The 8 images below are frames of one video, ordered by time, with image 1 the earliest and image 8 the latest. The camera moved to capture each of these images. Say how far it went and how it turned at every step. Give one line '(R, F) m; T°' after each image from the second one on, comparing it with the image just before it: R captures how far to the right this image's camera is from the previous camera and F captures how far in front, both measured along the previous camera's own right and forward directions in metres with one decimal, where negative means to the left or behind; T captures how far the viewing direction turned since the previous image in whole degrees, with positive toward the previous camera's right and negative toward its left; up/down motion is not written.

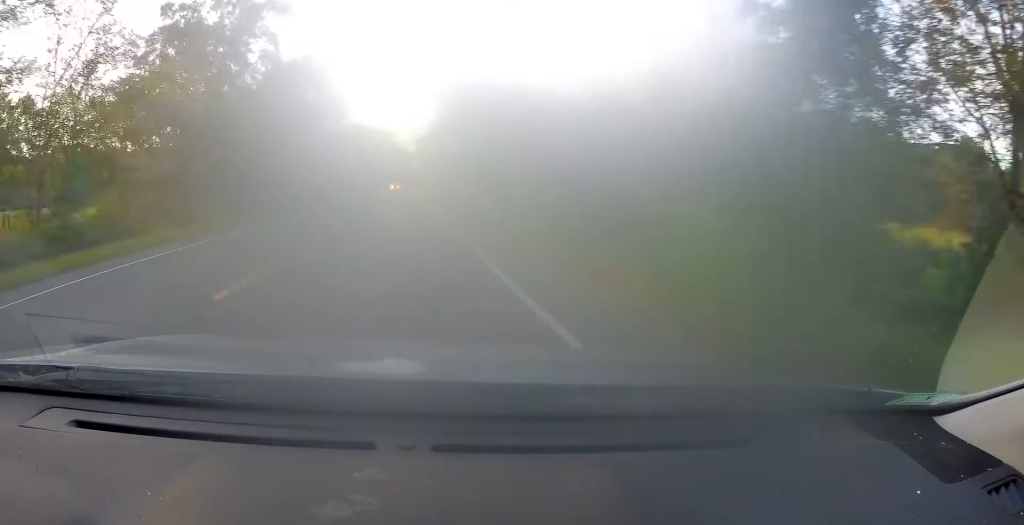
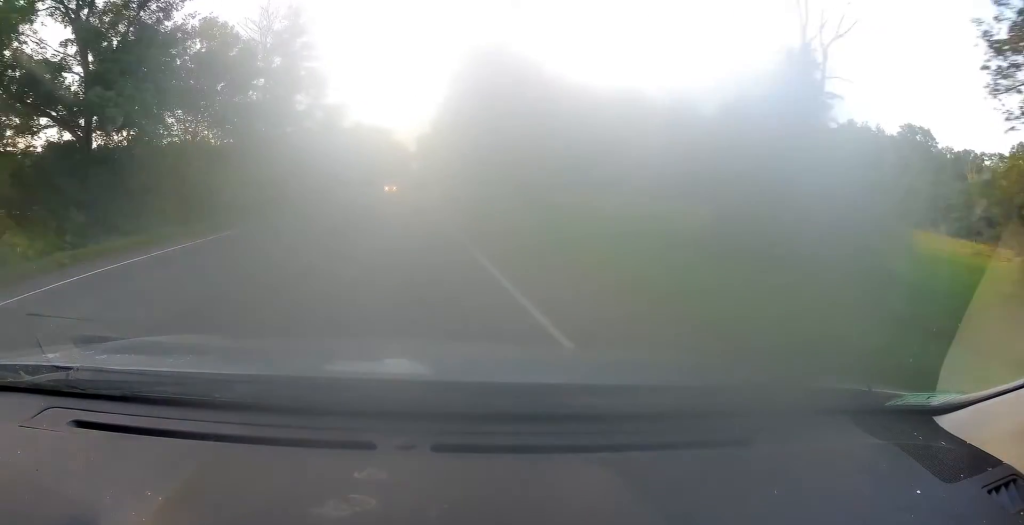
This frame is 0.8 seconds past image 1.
(-0.1, +19.9) m; -1°
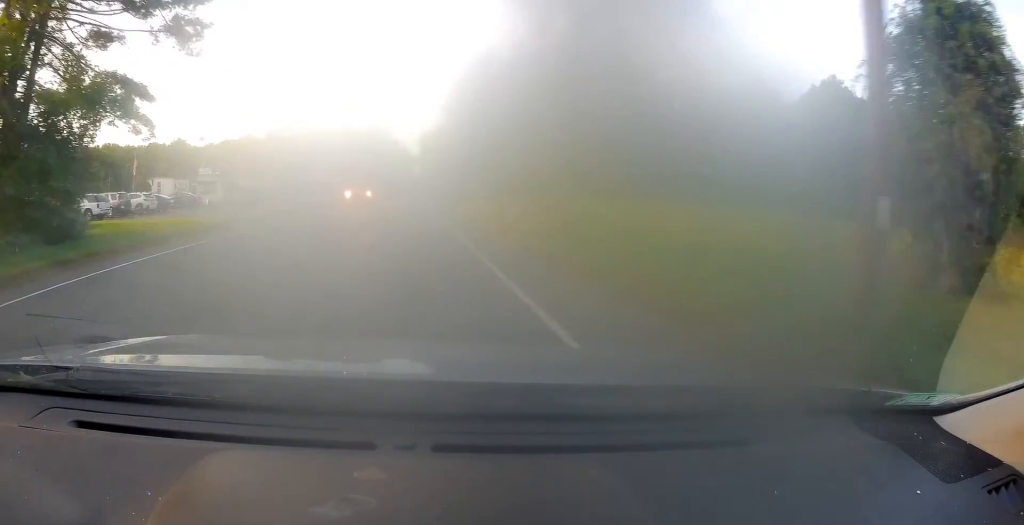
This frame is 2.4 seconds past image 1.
(-0.2, +36.9) m; 0°
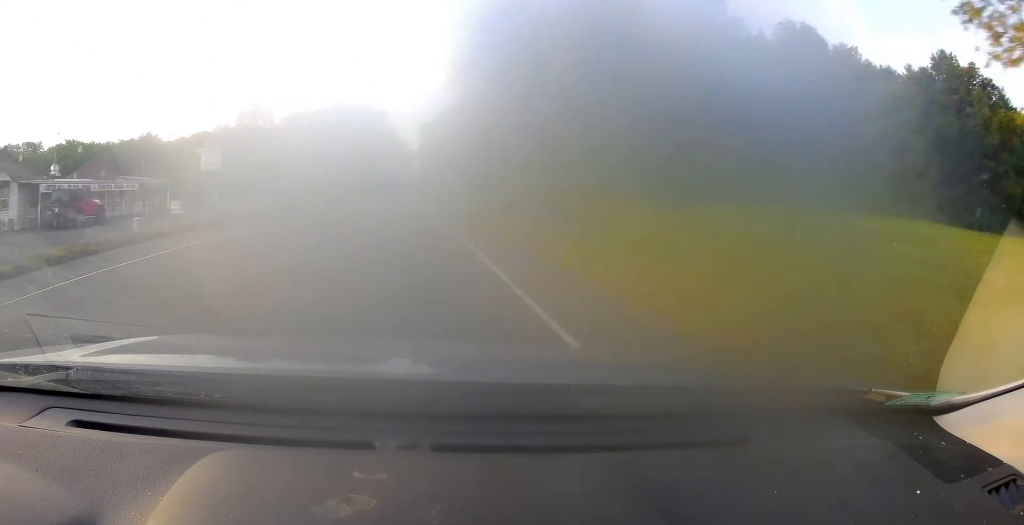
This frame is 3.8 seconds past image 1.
(0.0, +34.4) m; 0°
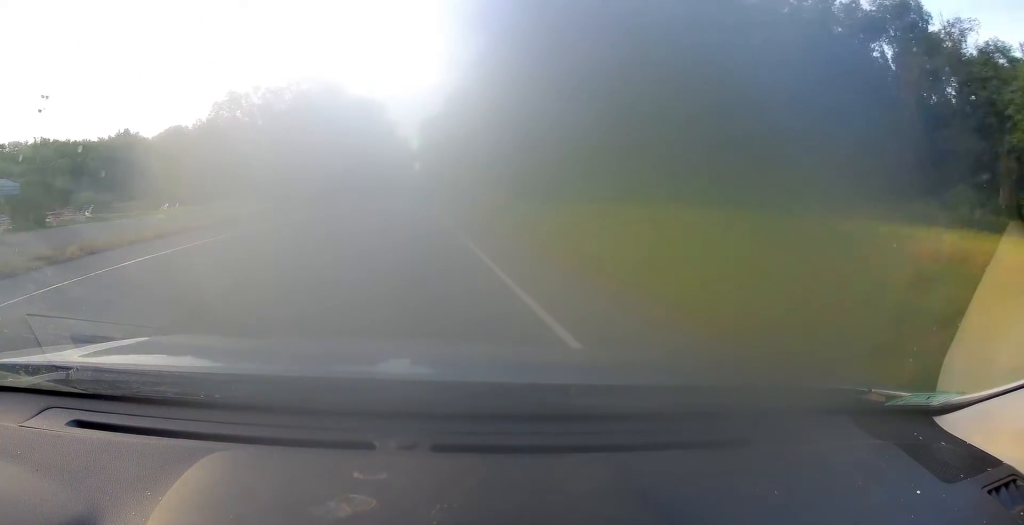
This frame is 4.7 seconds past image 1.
(0.0, +21.2) m; 0°
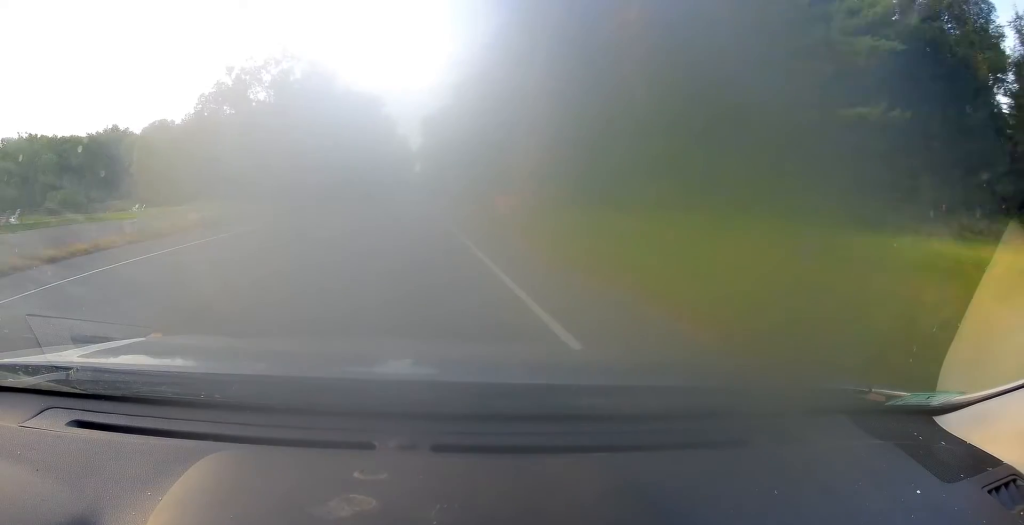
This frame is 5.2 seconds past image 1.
(-0.1, +10.8) m; 0°
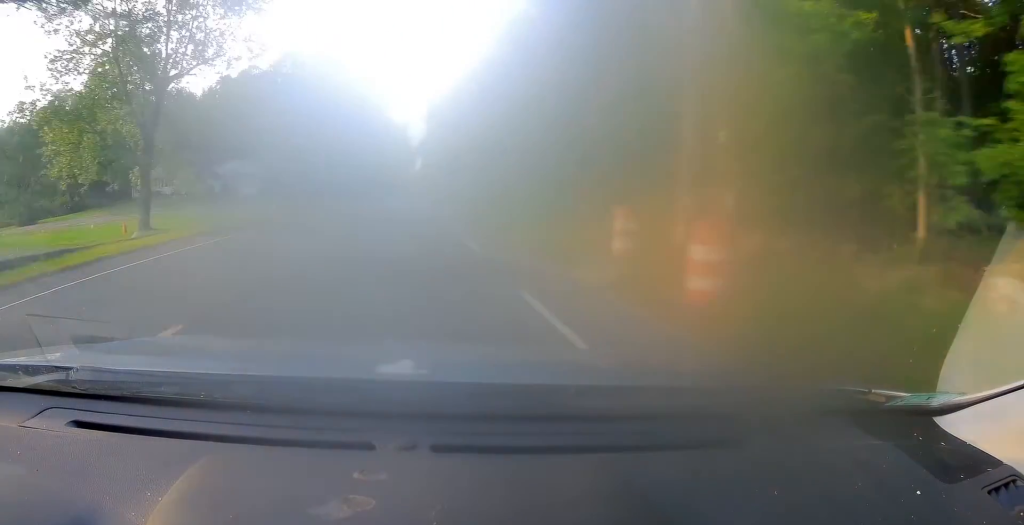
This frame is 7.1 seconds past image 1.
(+0.4, +41.2) m; 0°
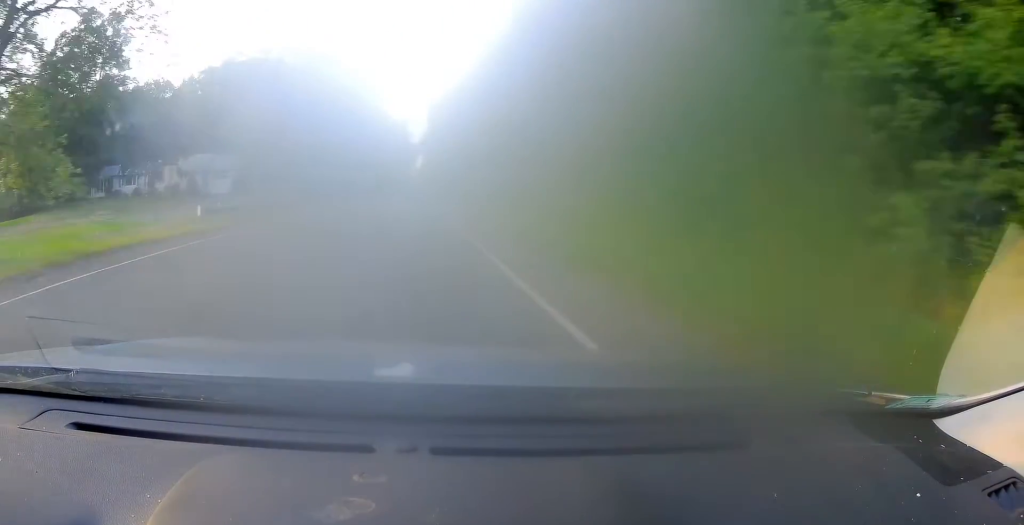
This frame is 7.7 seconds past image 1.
(0.0, +11.2) m; 0°
